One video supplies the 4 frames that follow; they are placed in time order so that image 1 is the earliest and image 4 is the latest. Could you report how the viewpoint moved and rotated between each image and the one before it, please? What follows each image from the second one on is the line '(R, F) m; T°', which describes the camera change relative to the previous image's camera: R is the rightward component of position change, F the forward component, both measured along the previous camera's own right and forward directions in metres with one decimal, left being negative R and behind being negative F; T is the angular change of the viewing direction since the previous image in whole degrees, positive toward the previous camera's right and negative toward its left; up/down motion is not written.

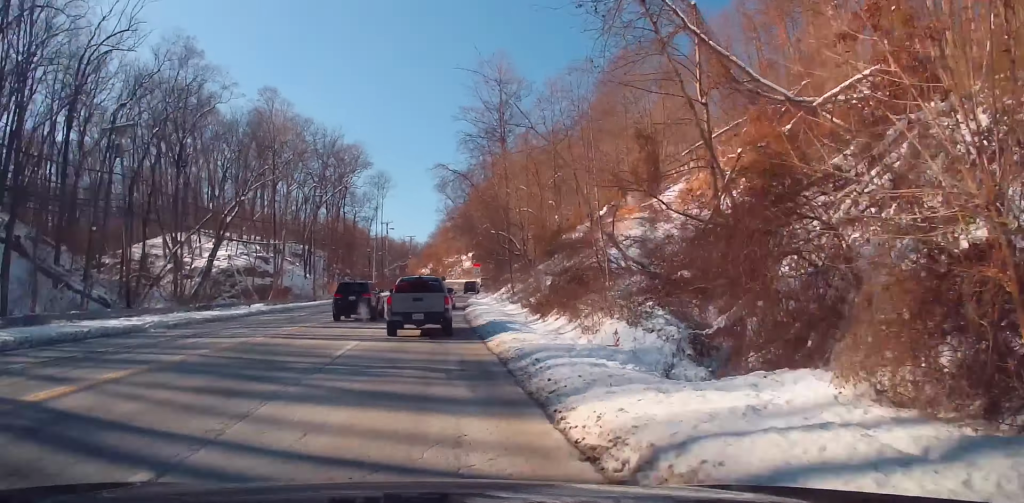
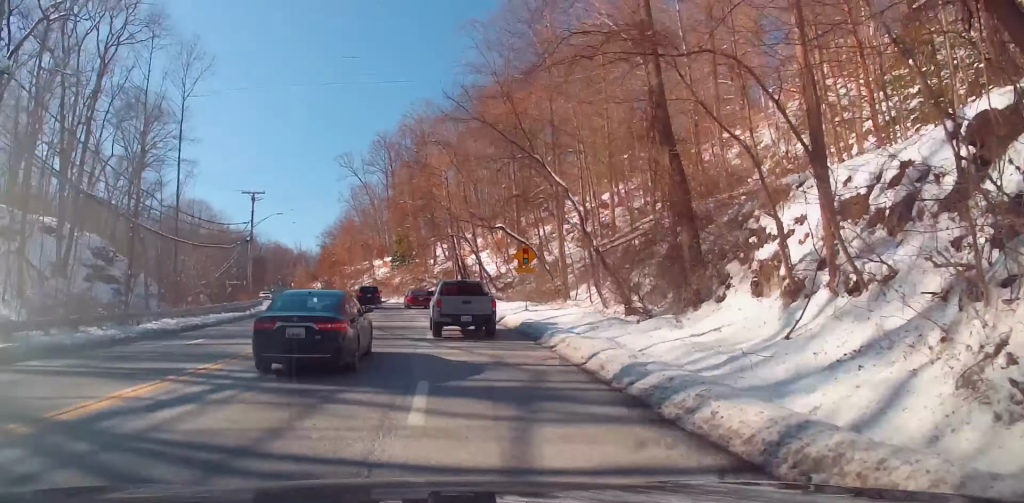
(+5.7, +87.3) m; +5°
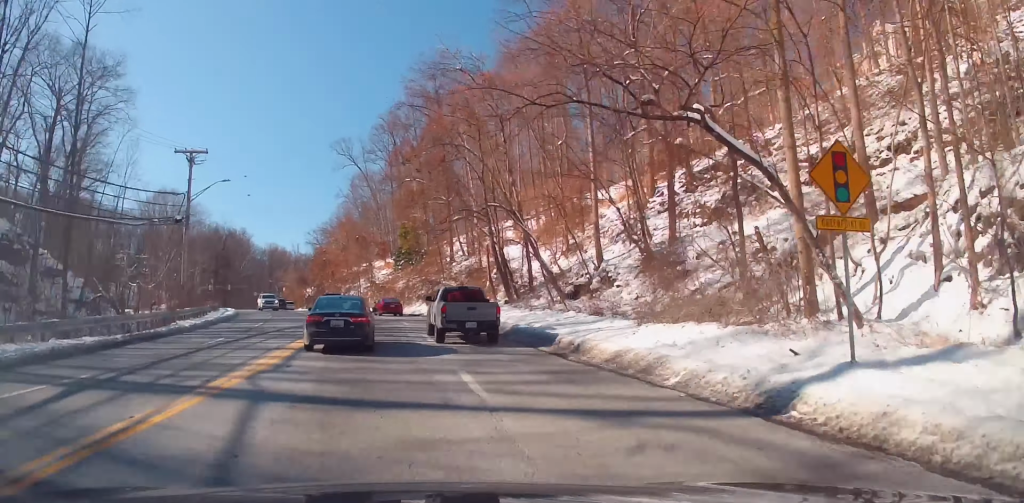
(-0.2, +21.6) m; -1°
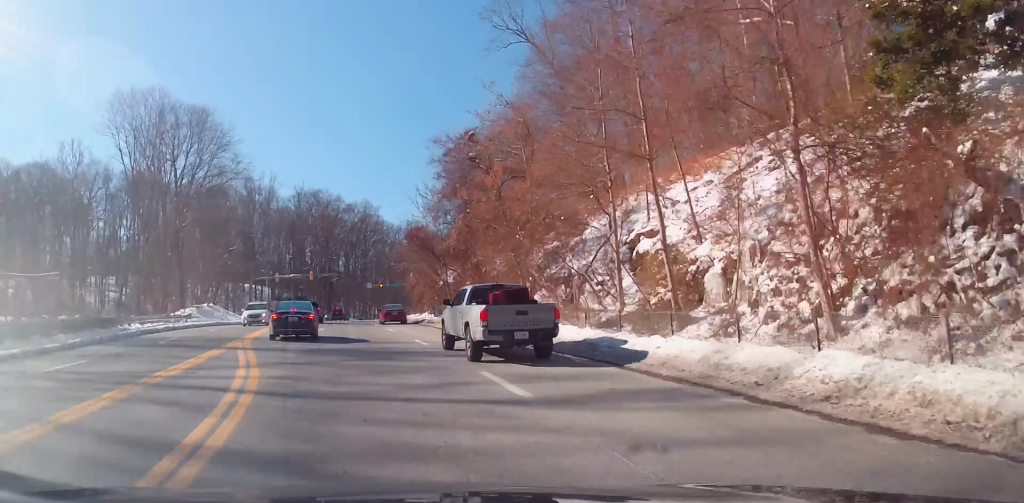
(-5.9, +66.5) m; -13°
